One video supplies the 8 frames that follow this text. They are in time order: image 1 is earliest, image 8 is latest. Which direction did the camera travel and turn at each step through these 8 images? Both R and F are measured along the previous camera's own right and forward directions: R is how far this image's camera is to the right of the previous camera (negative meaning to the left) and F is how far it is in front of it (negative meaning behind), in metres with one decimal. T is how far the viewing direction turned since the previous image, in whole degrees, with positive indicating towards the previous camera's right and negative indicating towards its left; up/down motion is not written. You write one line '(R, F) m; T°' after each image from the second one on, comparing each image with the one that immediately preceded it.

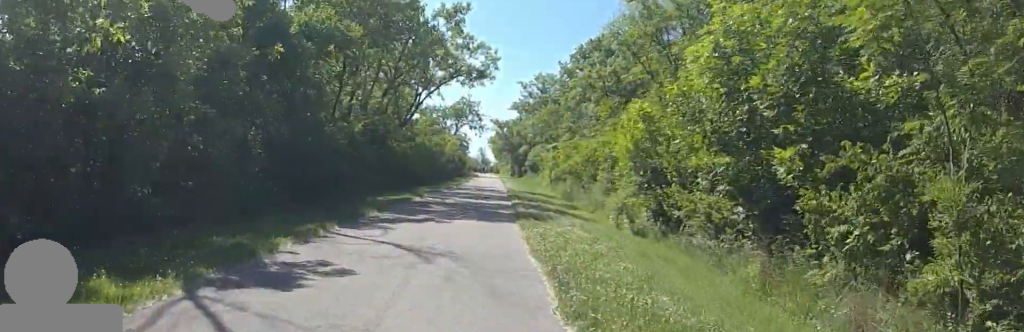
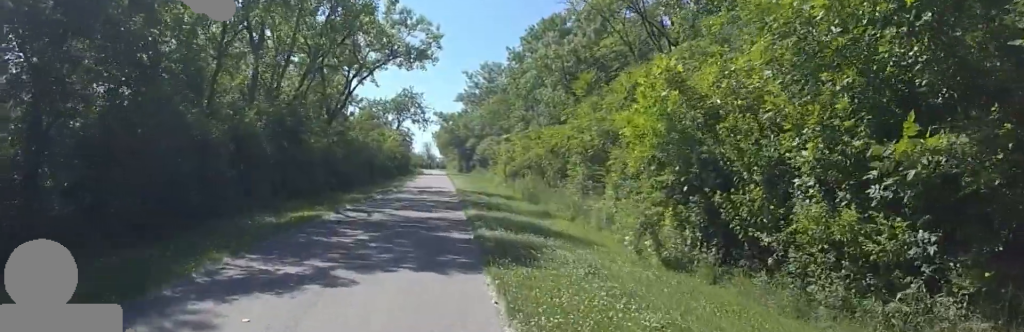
(-0.4, +6.3) m; -3°
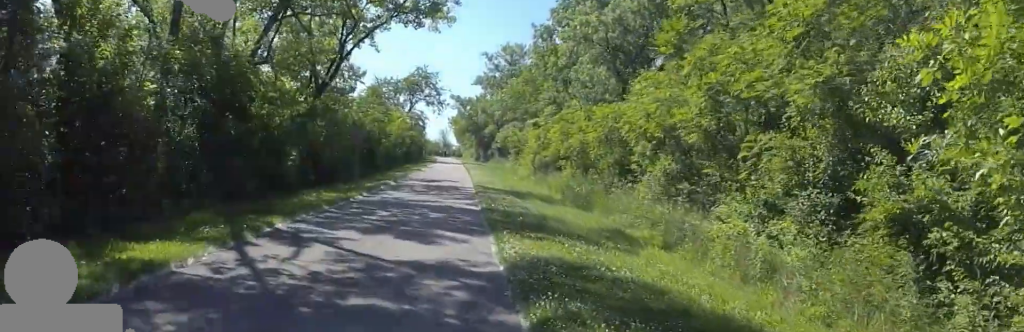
(0.0, +8.0) m; 0°
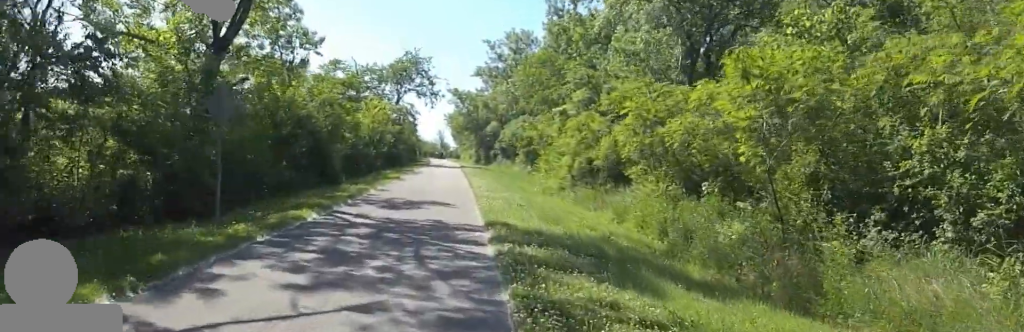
(0.0, +12.6) m; 0°
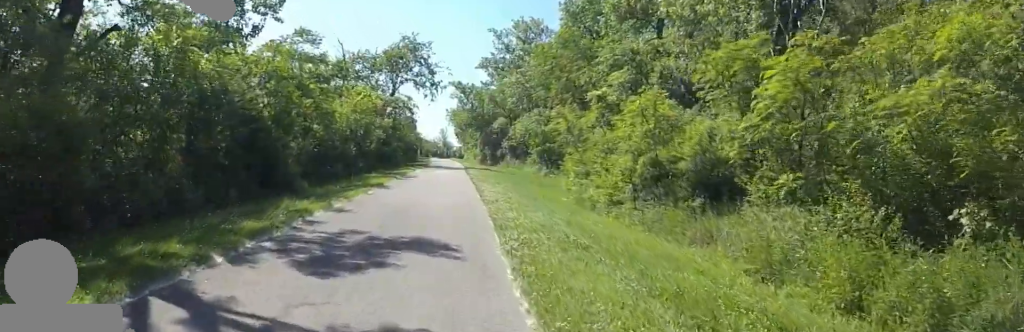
(0.0, +7.2) m; 0°
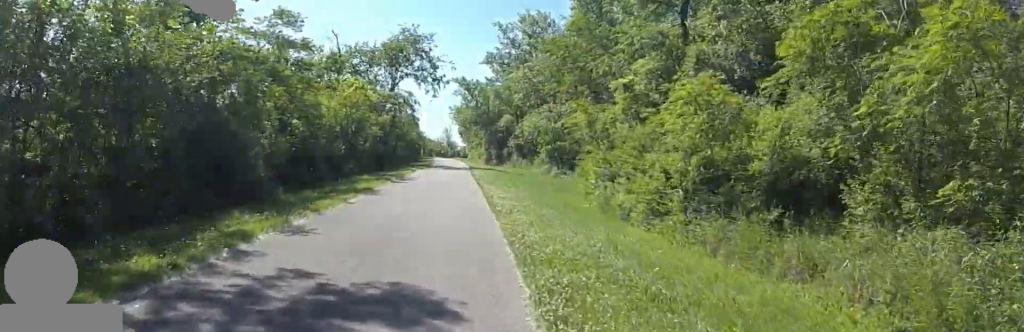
(0.0, +3.1) m; 0°
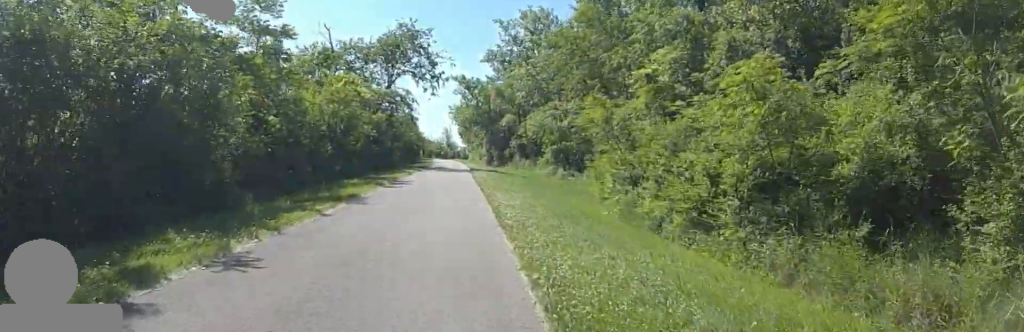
(0.0, +2.3) m; 0°
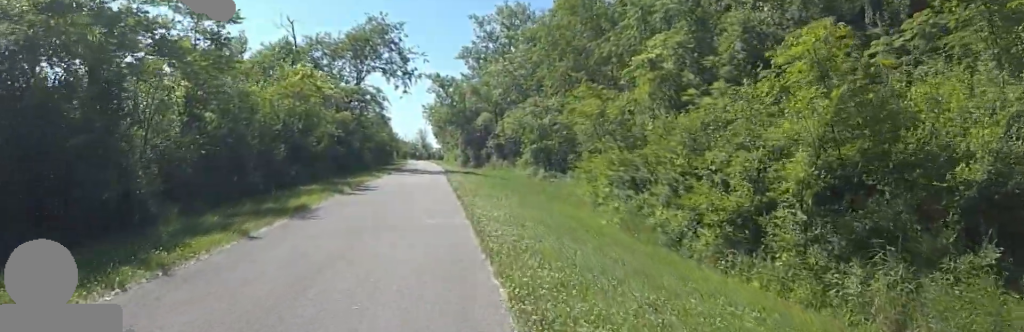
(0.0, +2.5) m; 0°
